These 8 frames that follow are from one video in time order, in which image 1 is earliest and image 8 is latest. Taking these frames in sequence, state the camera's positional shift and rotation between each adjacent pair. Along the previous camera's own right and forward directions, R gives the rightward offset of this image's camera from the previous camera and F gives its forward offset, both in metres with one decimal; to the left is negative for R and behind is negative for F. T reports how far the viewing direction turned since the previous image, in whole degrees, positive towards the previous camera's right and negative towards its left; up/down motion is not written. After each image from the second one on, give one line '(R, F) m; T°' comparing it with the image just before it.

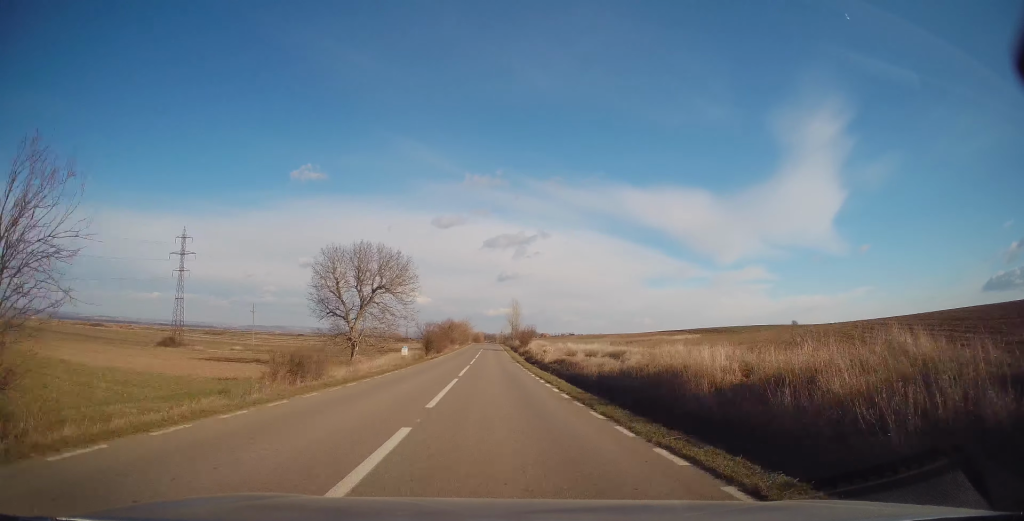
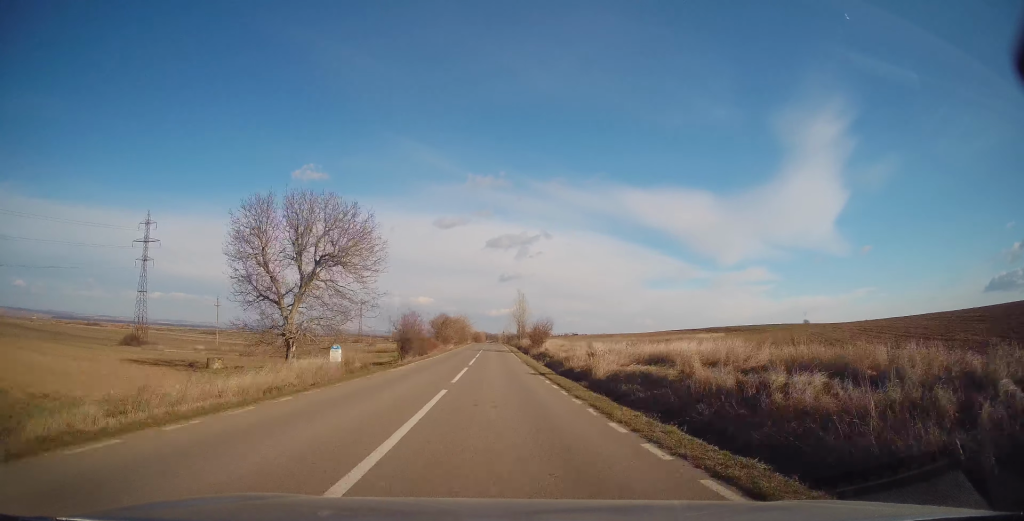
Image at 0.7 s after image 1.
(-0.4, +18.1) m; 0°
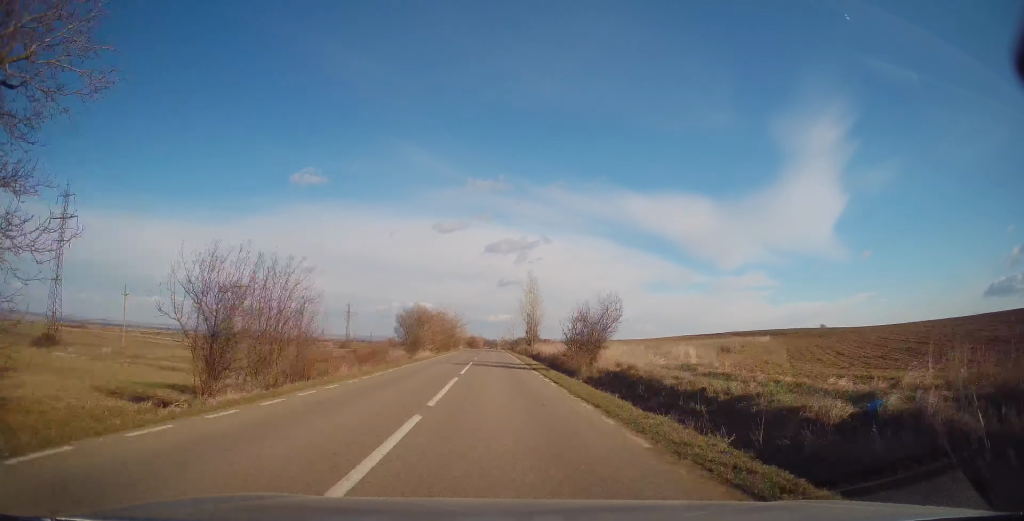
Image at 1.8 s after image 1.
(+0.5, +29.2) m; 0°
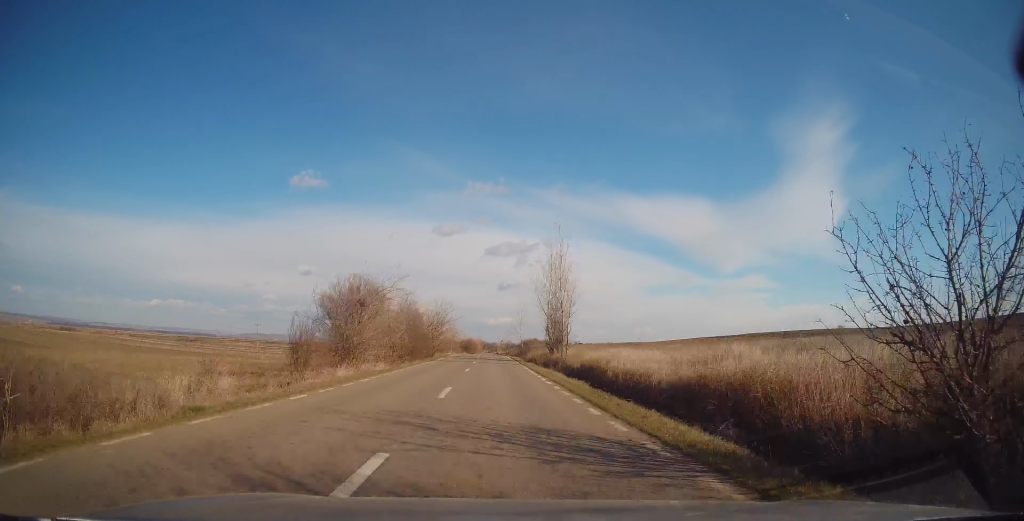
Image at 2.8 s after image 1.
(-0.5, +26.9) m; 0°
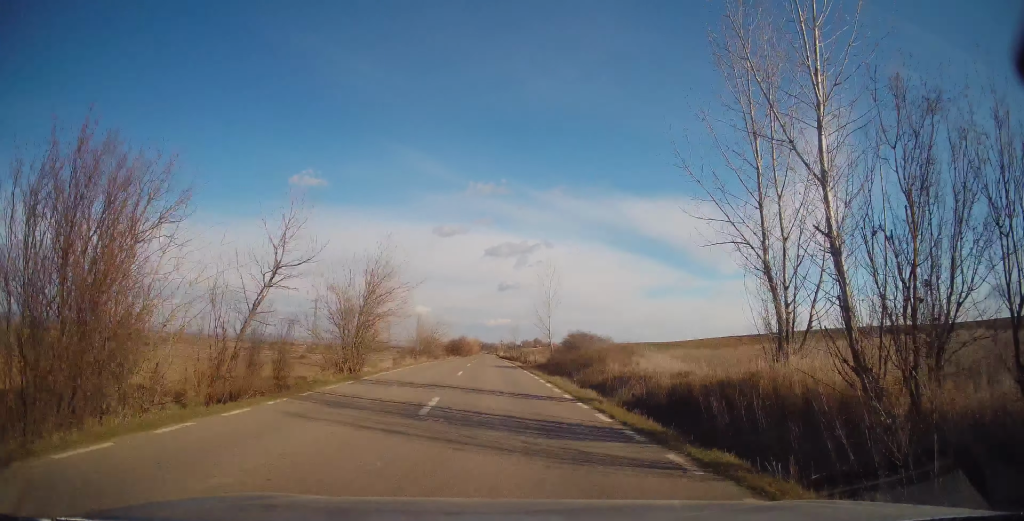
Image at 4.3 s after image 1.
(+0.2, +39.0) m; 0°
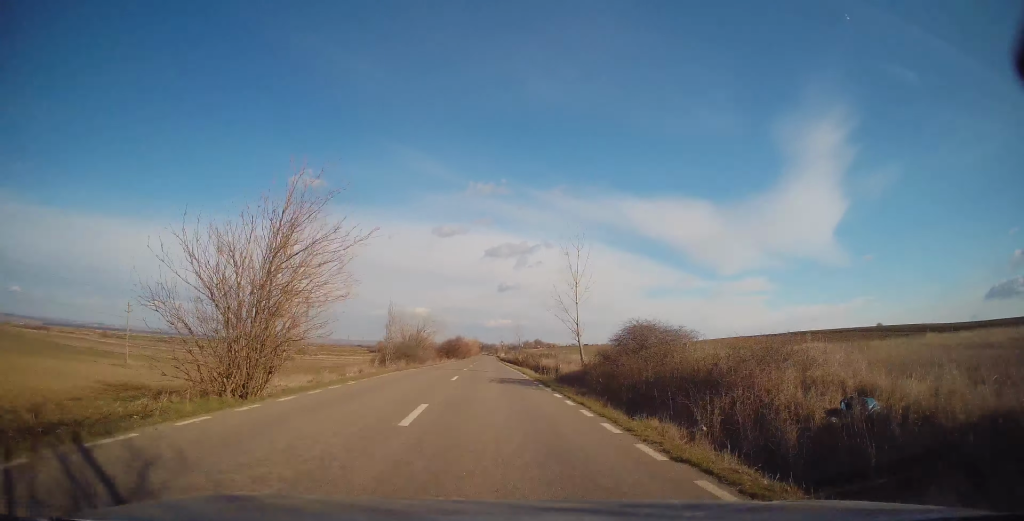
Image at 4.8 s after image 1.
(-0.2, +13.4) m; 0°
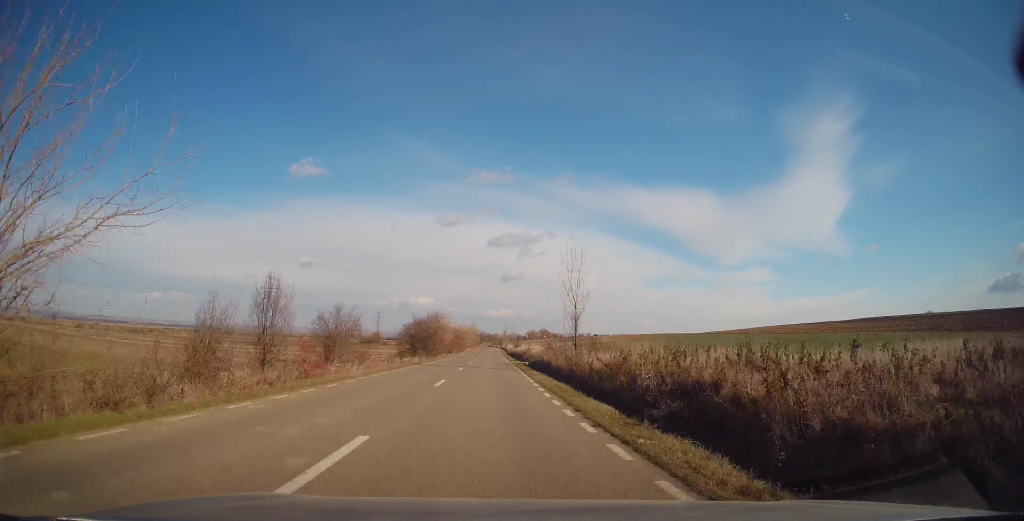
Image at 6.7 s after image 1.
(+0.2, +51.9) m; -1°
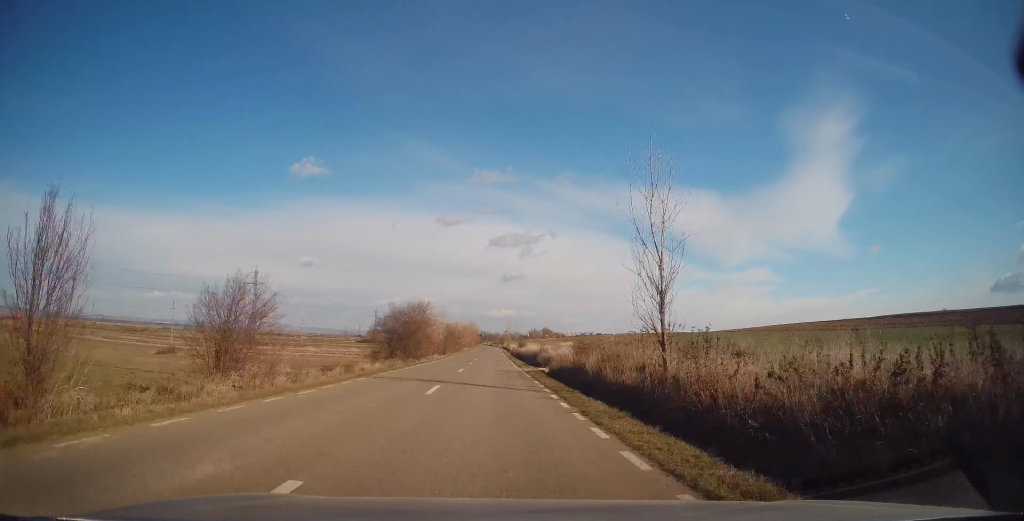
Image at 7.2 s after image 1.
(0.0, +14.5) m; +1°
